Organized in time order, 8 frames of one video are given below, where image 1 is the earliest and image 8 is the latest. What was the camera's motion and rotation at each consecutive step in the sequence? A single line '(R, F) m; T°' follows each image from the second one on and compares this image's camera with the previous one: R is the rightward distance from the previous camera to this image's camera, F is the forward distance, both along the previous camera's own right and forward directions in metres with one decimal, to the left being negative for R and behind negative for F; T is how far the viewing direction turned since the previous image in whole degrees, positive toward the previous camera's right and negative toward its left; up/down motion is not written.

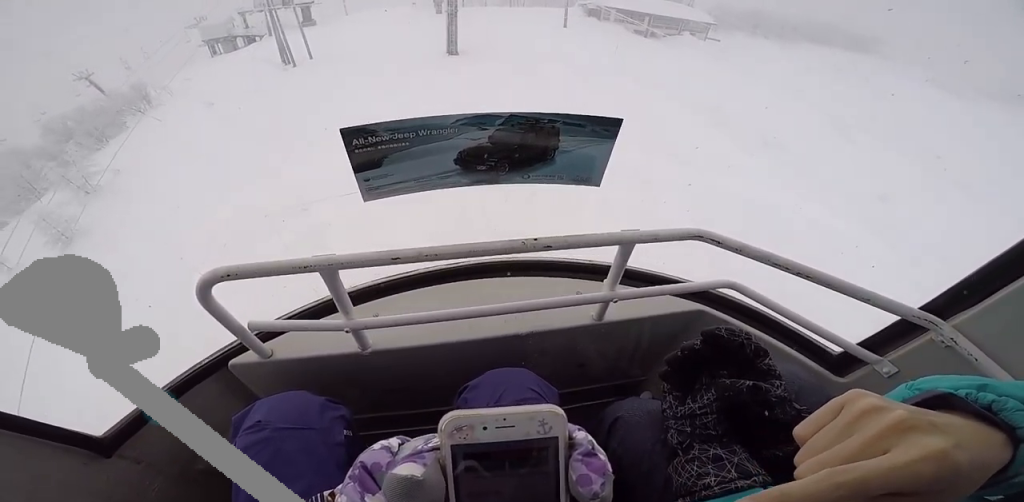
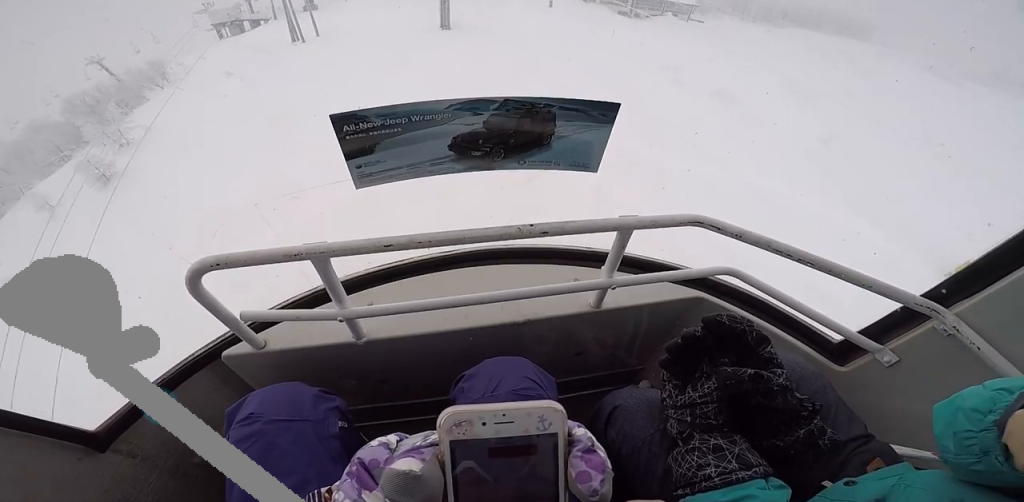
(-0.5, +5.9) m; -7°
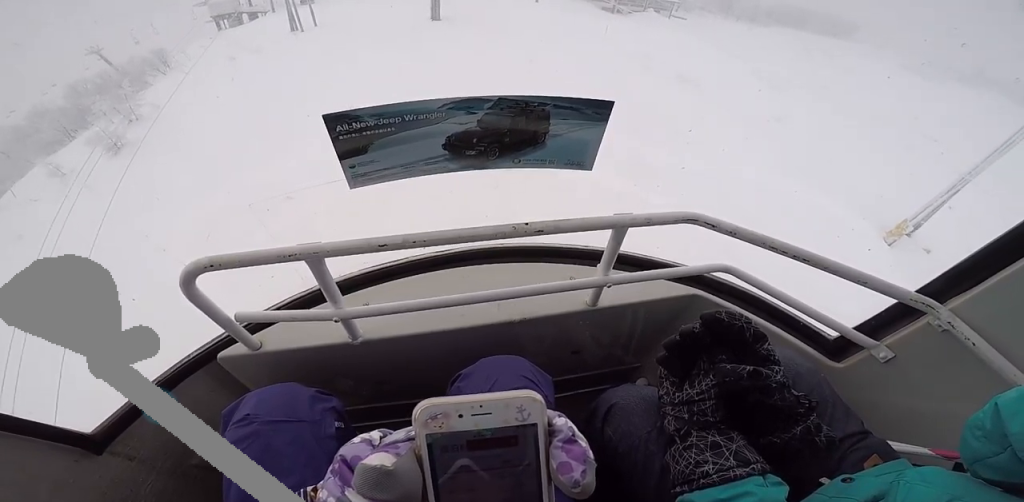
(-0.1, +4.1) m; +5°
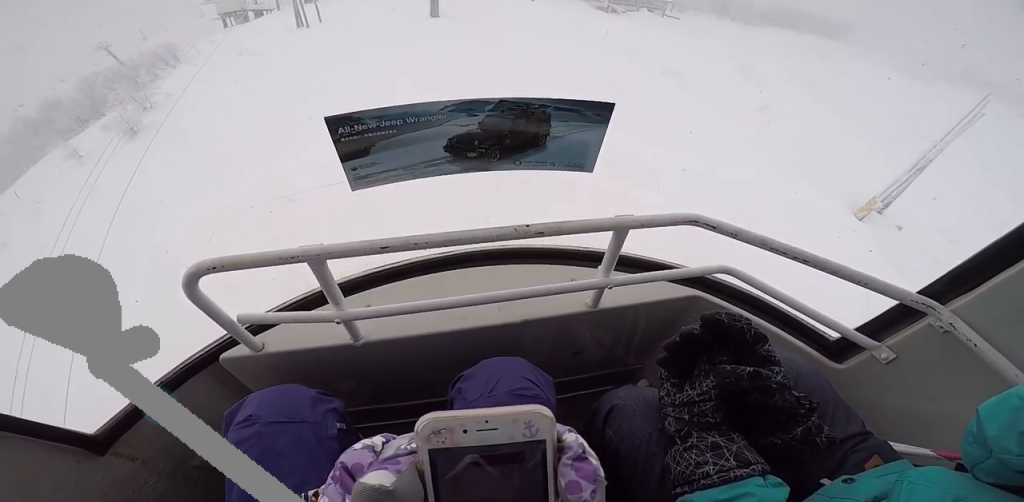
(+0.1, +2.7) m; +2°
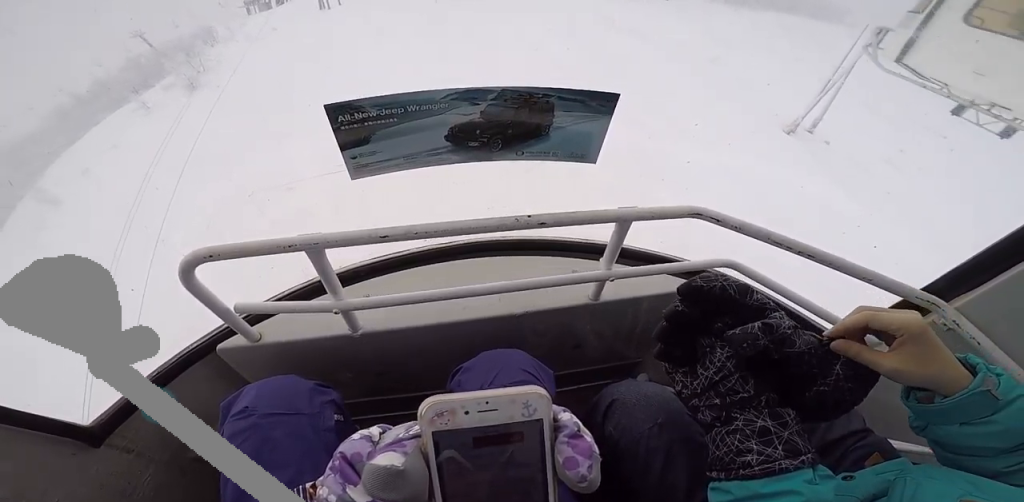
(-0.2, +9.8) m; -6°
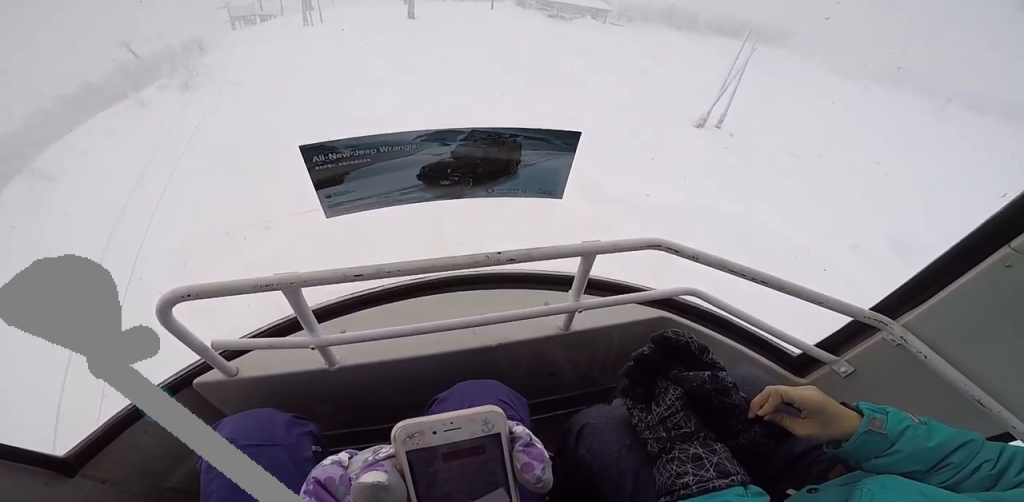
(+0.5, +6.9) m; +6°
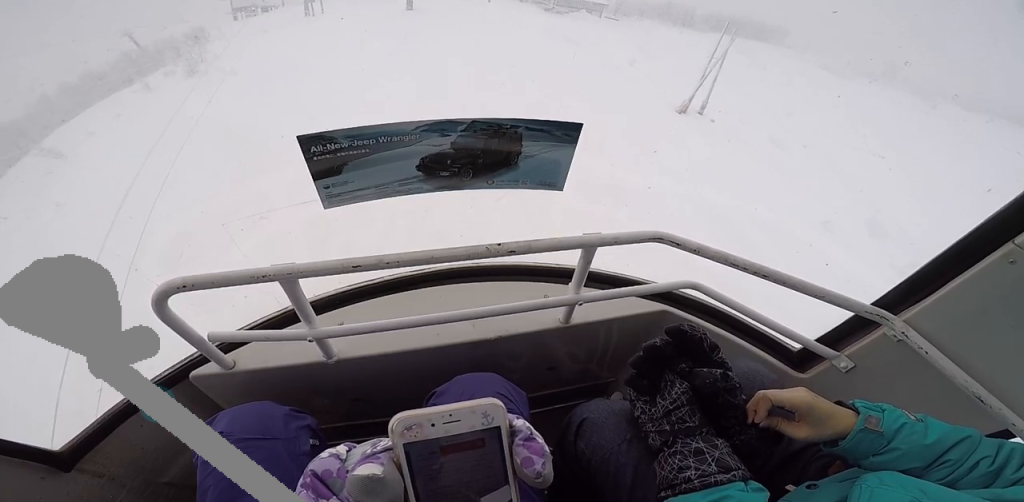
(+0.3, +2.7) m; 0°
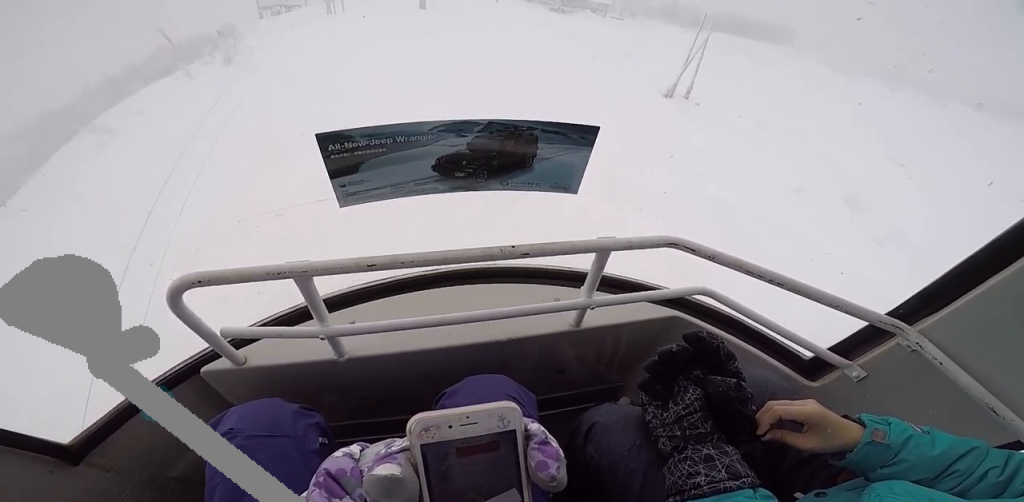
(-0.5, +5.6) m; 0°
